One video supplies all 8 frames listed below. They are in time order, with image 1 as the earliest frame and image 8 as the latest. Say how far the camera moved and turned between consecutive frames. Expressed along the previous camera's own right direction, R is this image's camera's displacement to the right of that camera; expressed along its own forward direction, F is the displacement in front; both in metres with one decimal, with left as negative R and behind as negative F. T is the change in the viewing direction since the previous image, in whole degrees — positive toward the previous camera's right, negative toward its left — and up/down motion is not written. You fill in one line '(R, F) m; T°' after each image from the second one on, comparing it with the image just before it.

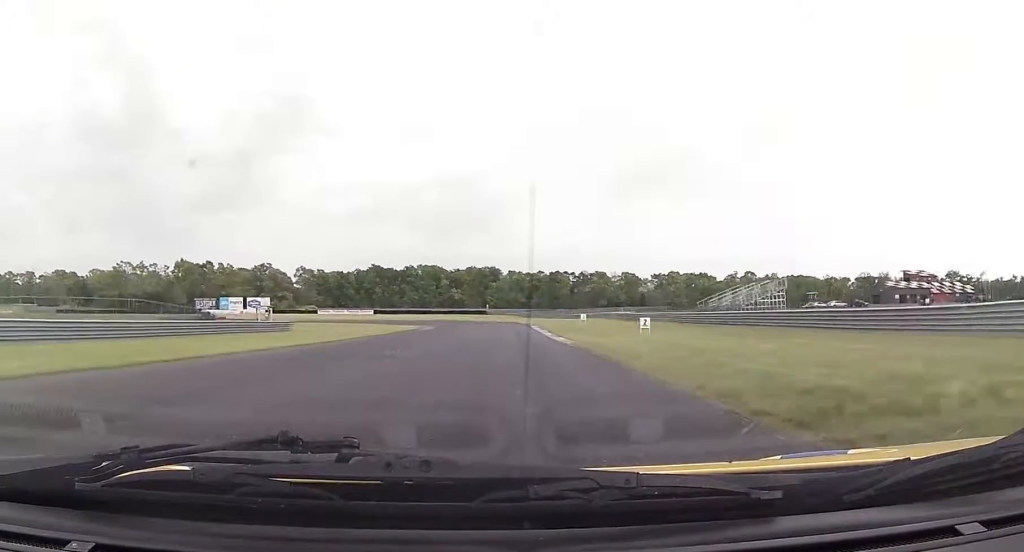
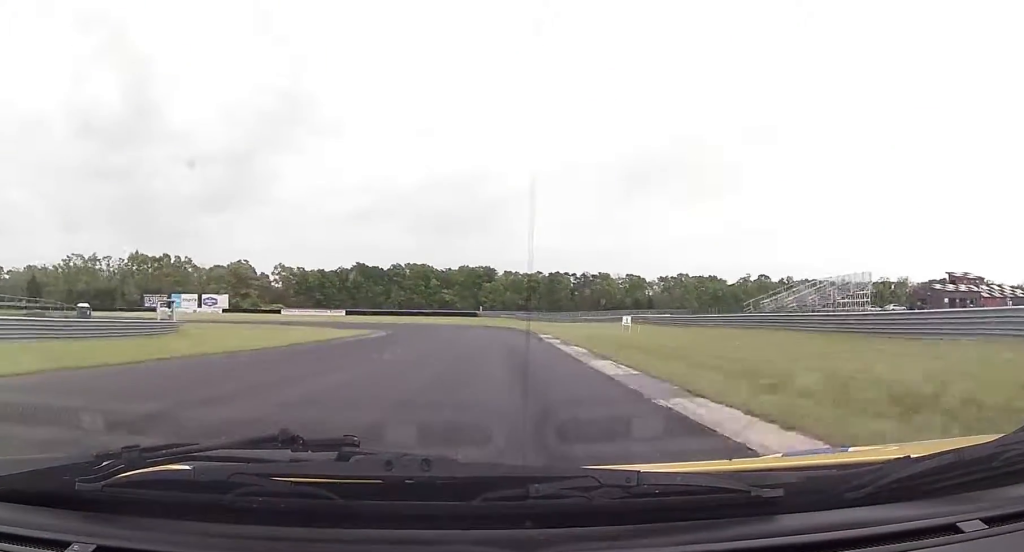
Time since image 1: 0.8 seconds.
(+0.1, +25.3) m; -2°
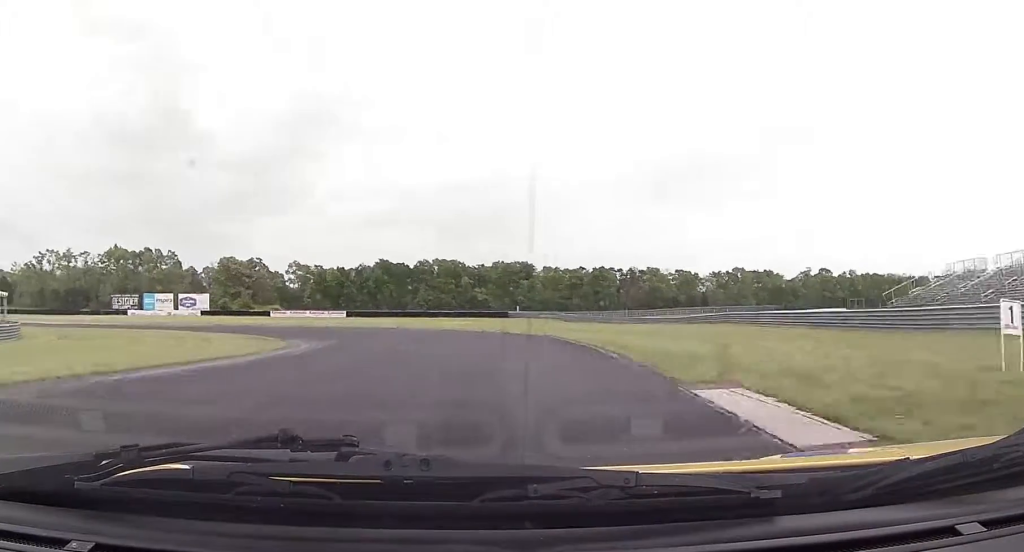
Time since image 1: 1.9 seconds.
(-1.2, +27.5) m; -10°
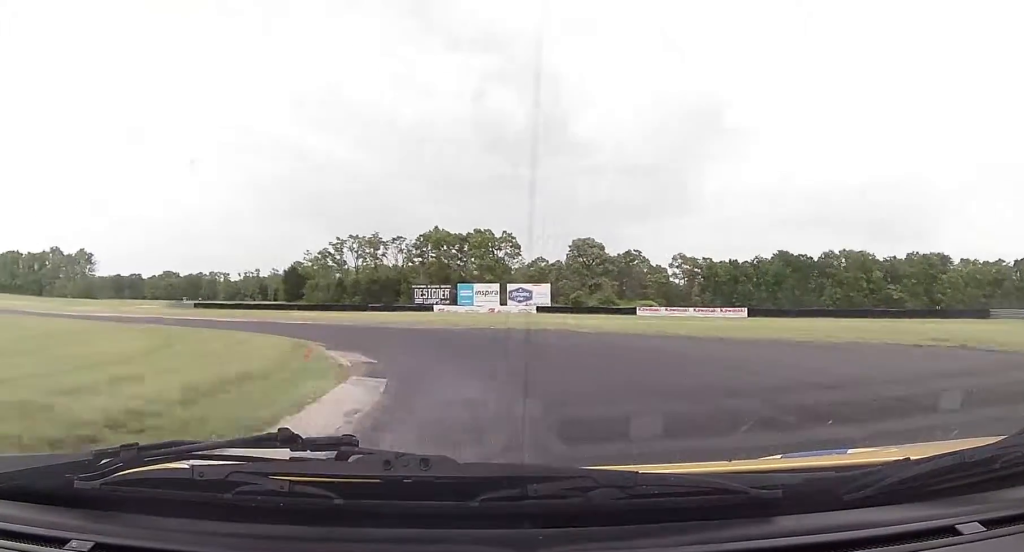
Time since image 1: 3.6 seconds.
(-7.9, +37.3) m; -30°
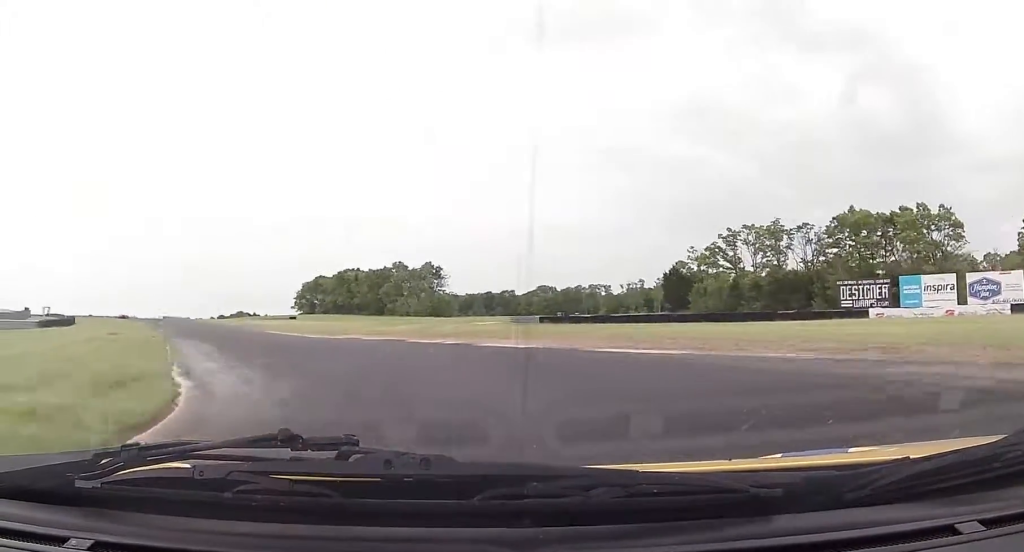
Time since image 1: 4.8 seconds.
(-8.1, +28.3) m; -29°
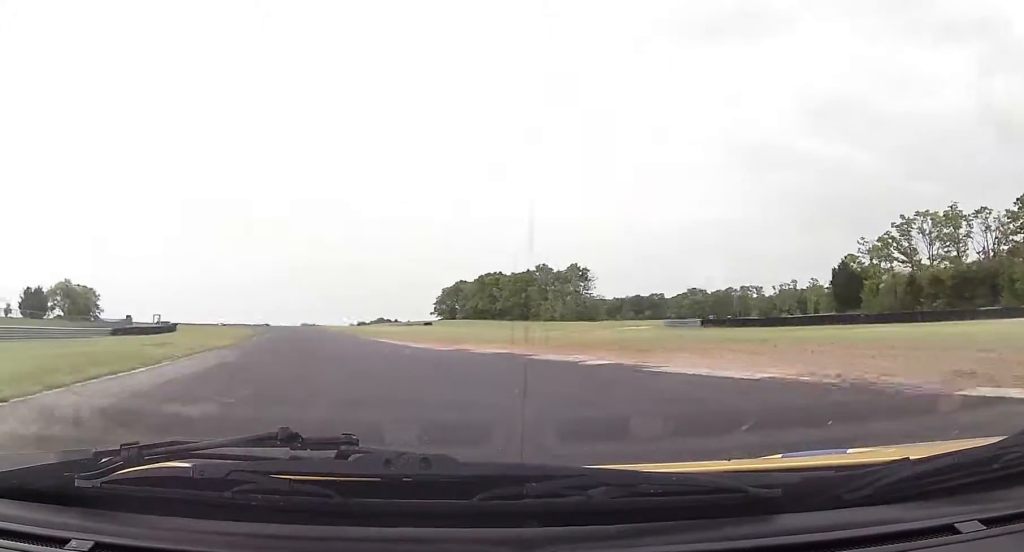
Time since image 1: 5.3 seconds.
(-1.3, +12.5) m; -10°
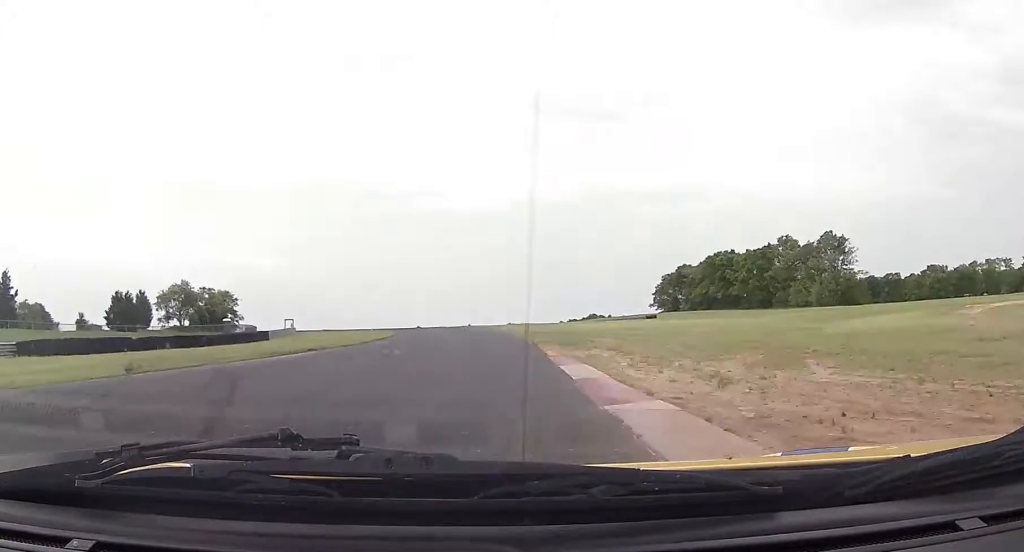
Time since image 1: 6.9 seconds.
(-8.3, +42.4) m; -16°
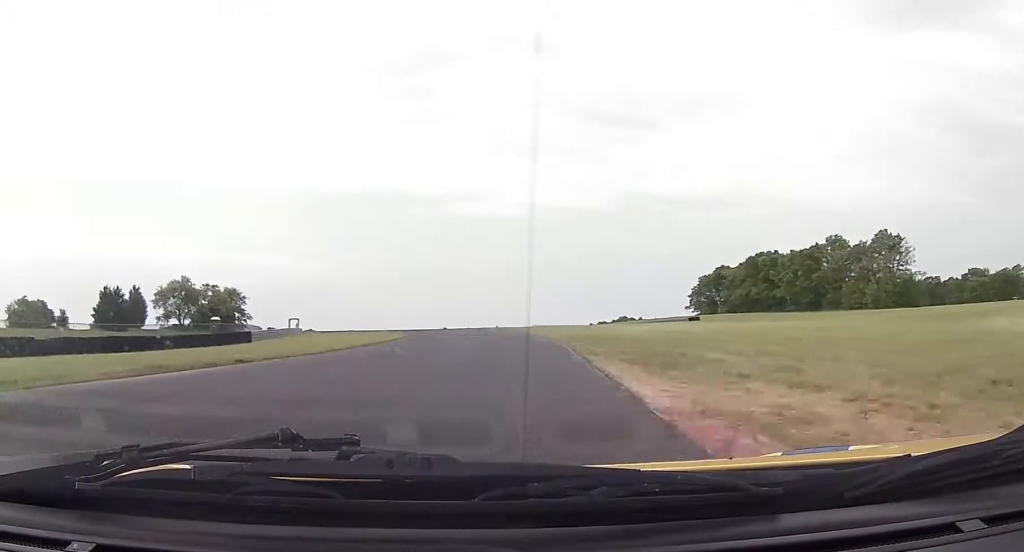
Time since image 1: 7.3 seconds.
(-0.4, +13.4) m; -2°
